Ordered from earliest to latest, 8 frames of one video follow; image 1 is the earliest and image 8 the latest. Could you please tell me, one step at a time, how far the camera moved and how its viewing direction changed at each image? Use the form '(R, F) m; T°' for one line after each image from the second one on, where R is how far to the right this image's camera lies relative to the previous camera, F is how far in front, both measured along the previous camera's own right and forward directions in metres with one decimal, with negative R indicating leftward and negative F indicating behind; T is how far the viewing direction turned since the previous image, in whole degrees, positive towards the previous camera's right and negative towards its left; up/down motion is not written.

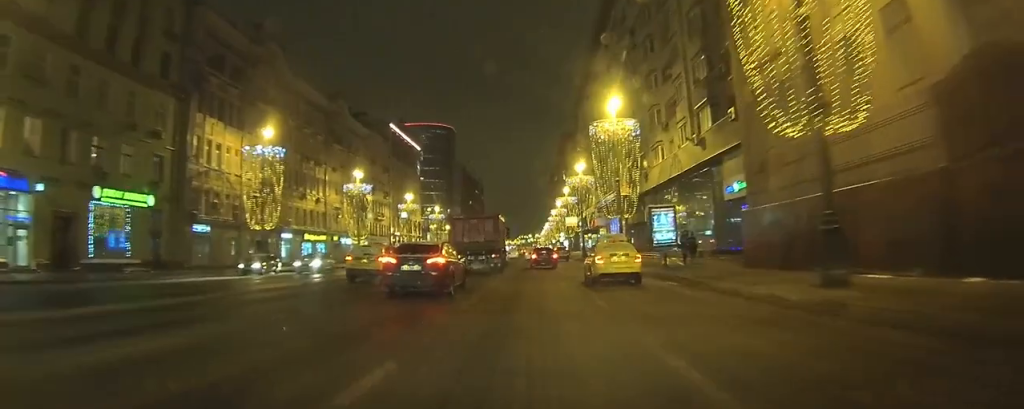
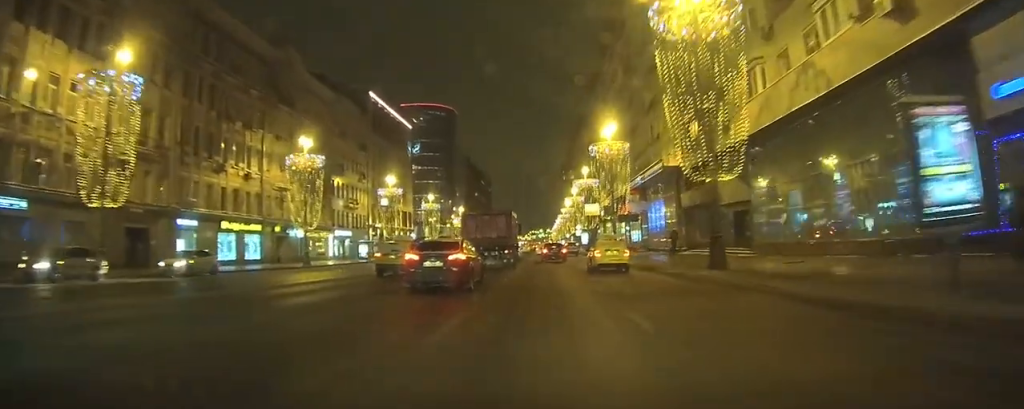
(-0.3, +20.8) m; -3°
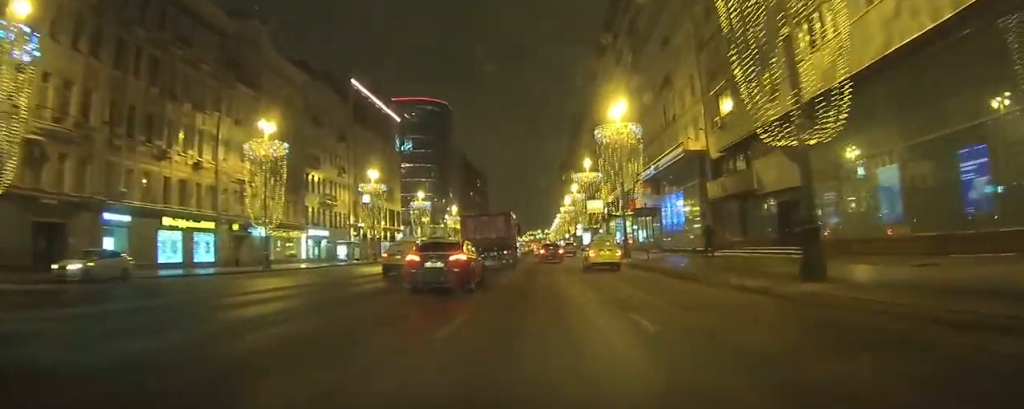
(-0.1, +8.0) m; -1°
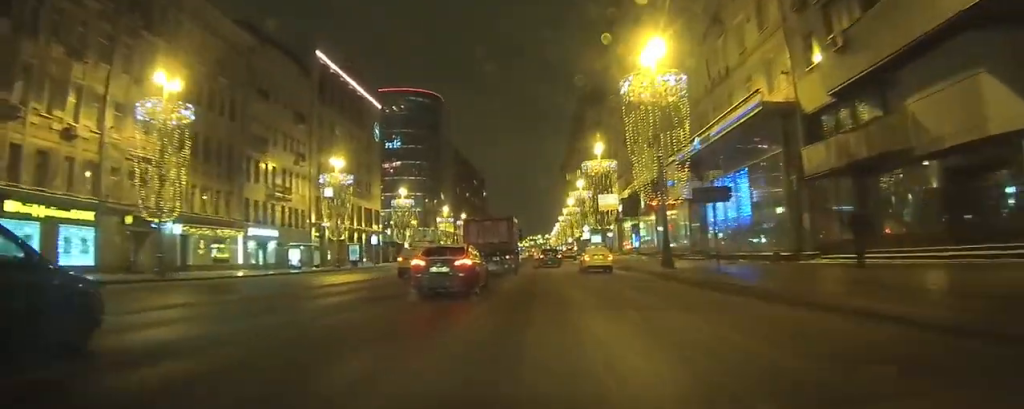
(+0.1, +14.5) m; +1°
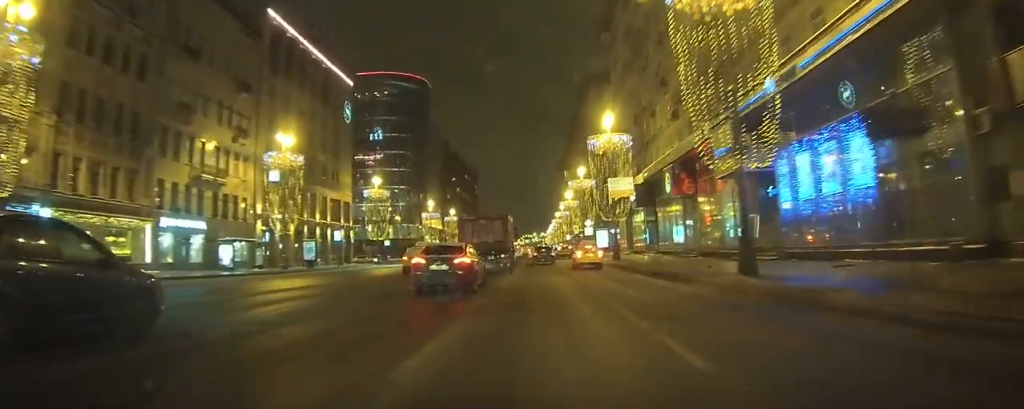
(+0.2, +12.6) m; +1°
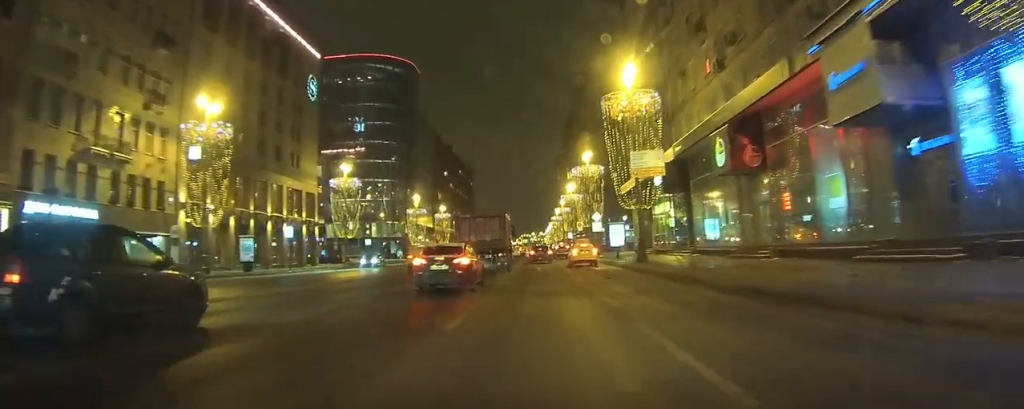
(0.0, +12.6) m; +1°
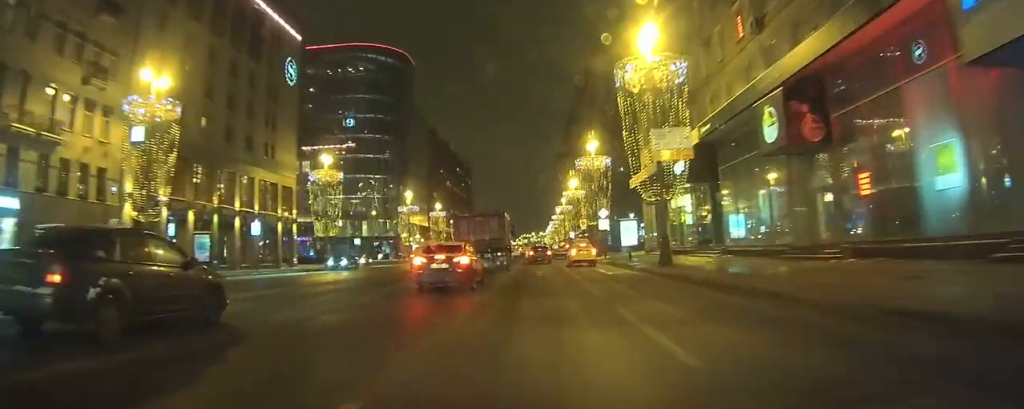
(0.0, +6.4) m; 0°
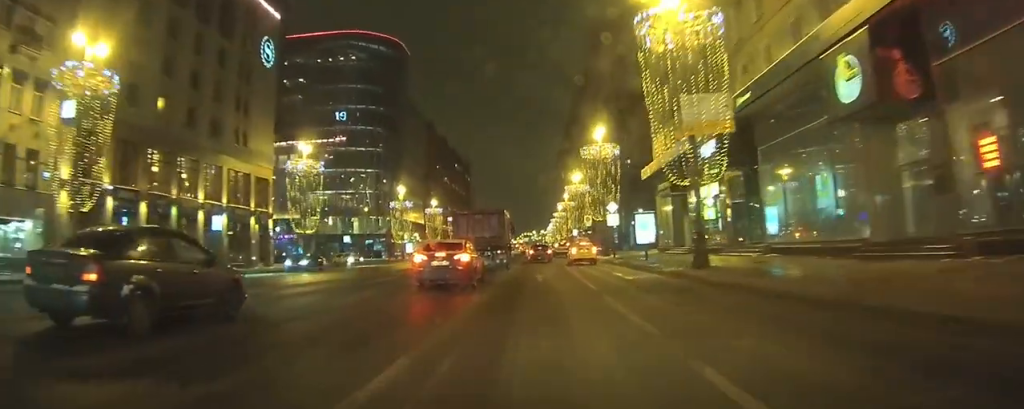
(+0.1, +6.0) m; 0°
